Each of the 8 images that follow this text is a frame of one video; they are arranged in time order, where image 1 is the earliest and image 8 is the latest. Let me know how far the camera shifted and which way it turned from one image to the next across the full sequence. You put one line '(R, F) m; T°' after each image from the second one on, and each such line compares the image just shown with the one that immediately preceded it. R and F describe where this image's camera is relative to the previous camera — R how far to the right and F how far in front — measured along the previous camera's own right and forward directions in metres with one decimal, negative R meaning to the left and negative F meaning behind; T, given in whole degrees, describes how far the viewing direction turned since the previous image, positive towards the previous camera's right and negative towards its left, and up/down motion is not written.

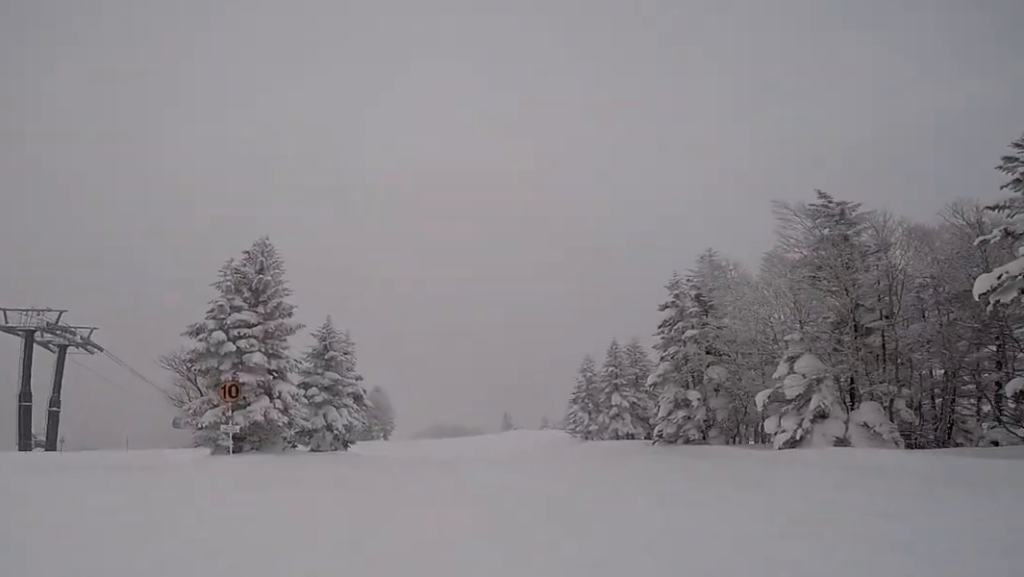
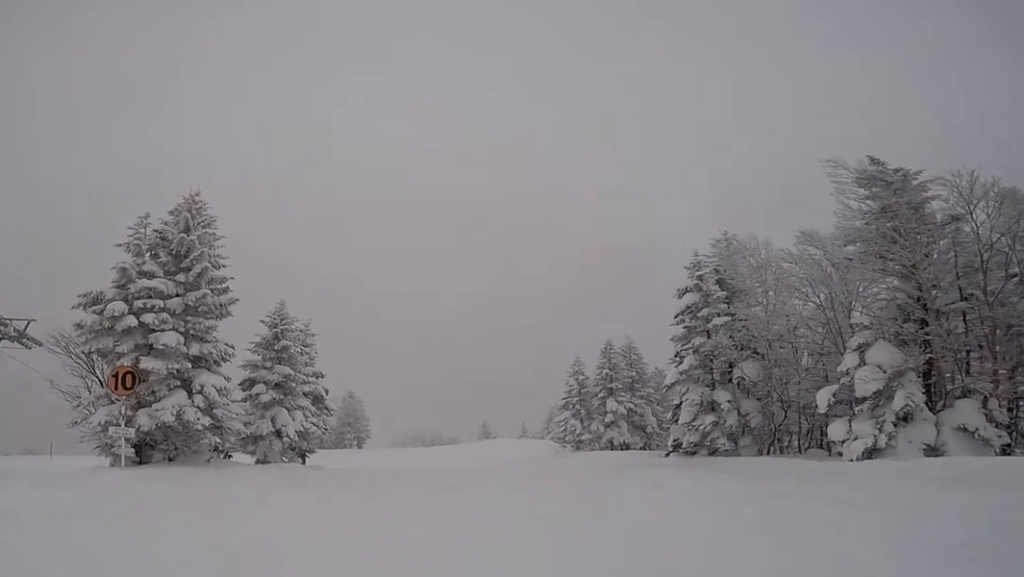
(0.0, +3.6) m; -2°
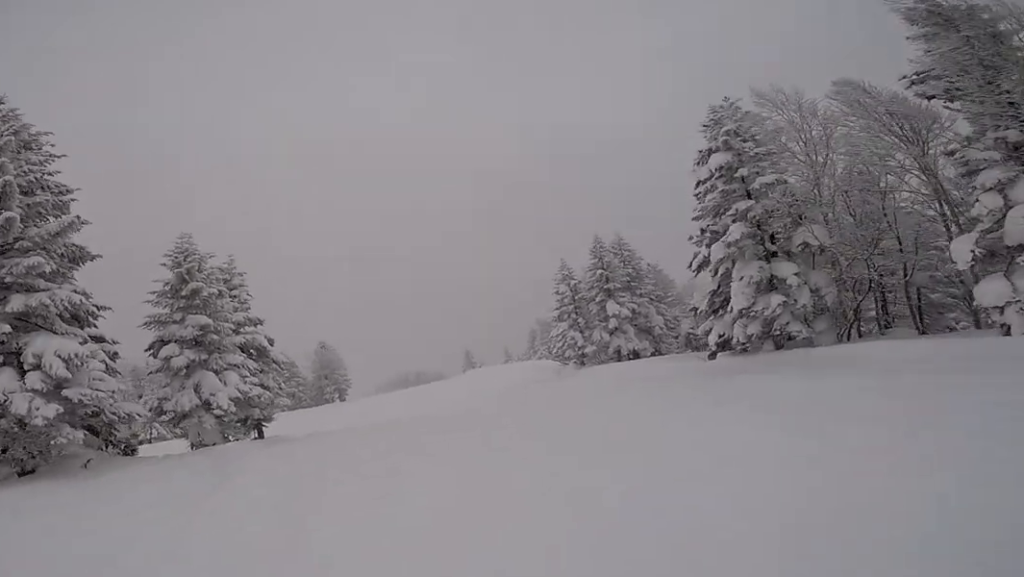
(0.0, +4.3) m; -7°
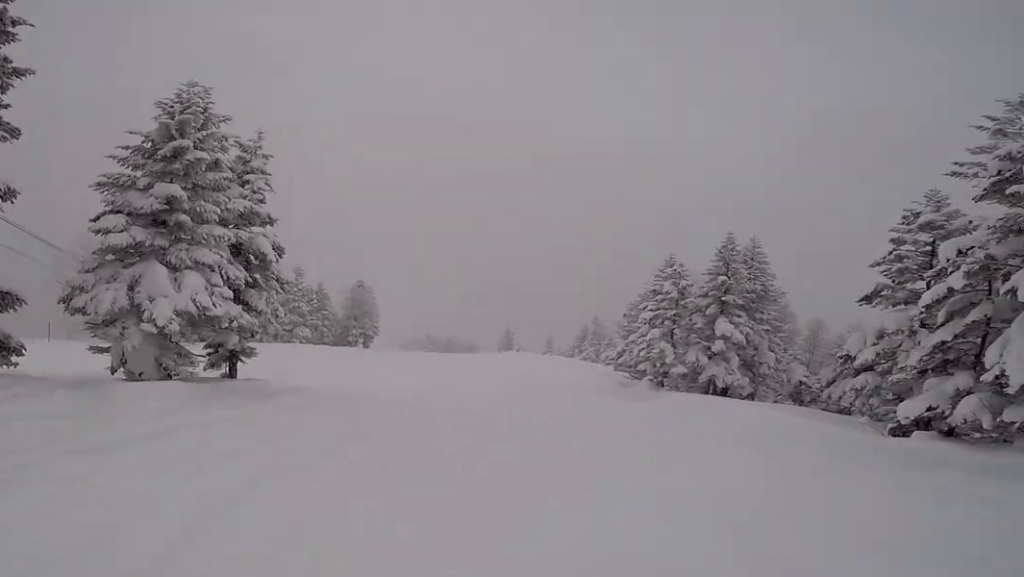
(-0.7, +5.3) m; +10°
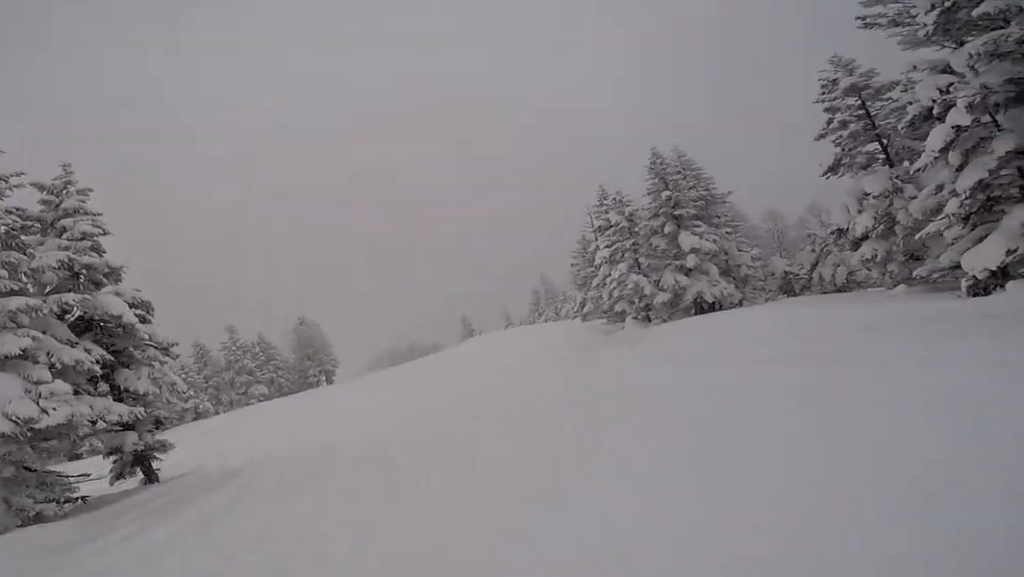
(+0.9, +3.3) m; -1°
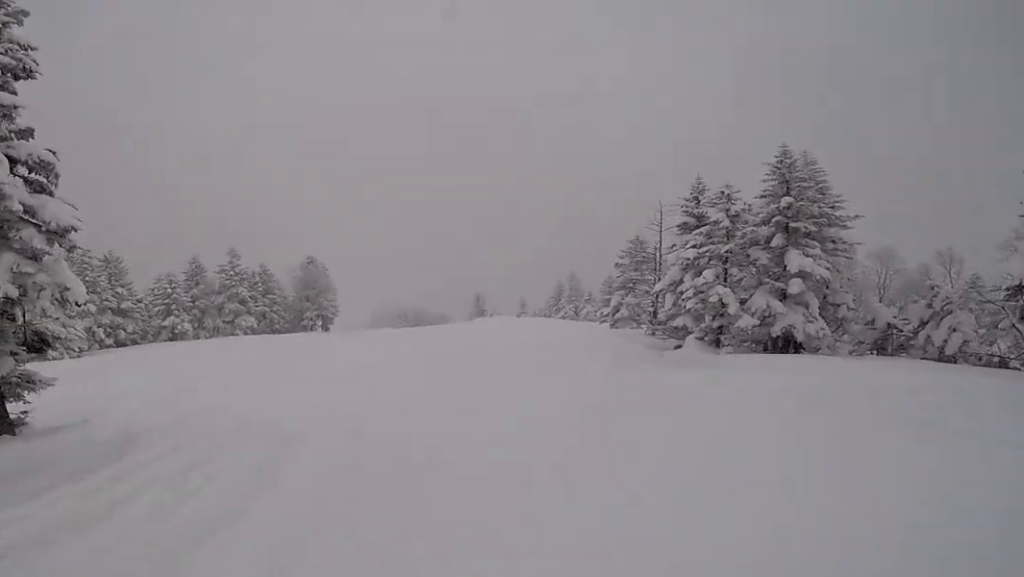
(+0.3, +4.0) m; -5°
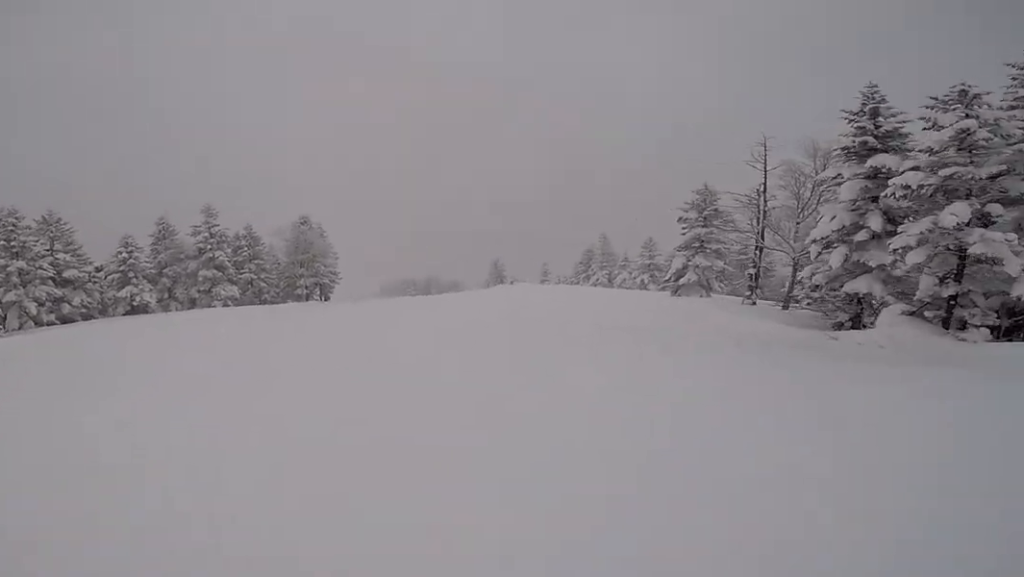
(-1.7, +7.5) m; -4°
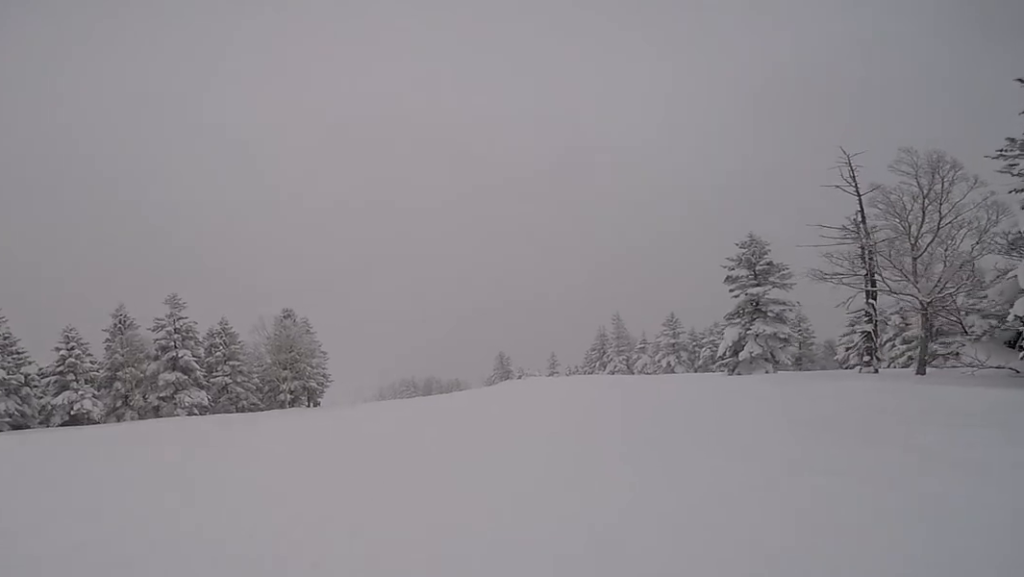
(+0.7, +5.6) m; +12°
